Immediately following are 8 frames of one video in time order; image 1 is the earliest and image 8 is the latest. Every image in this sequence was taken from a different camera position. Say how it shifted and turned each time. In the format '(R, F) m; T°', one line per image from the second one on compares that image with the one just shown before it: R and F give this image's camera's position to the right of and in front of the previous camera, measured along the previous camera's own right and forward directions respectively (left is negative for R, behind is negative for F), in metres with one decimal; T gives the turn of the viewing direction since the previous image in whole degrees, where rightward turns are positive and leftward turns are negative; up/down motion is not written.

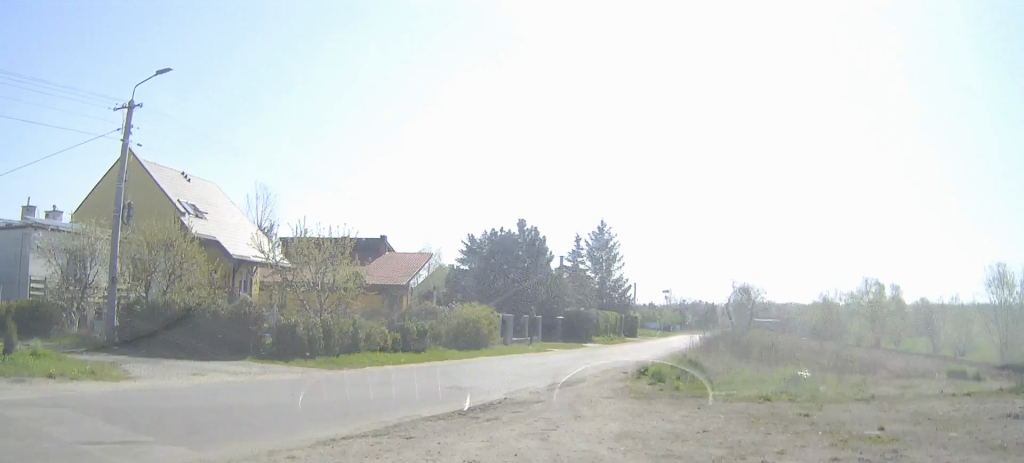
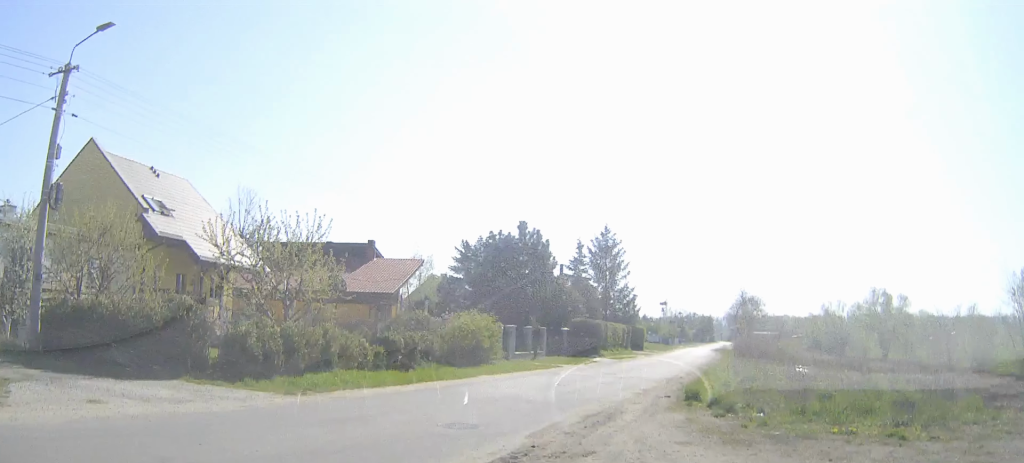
(-0.1, +4.5) m; 0°
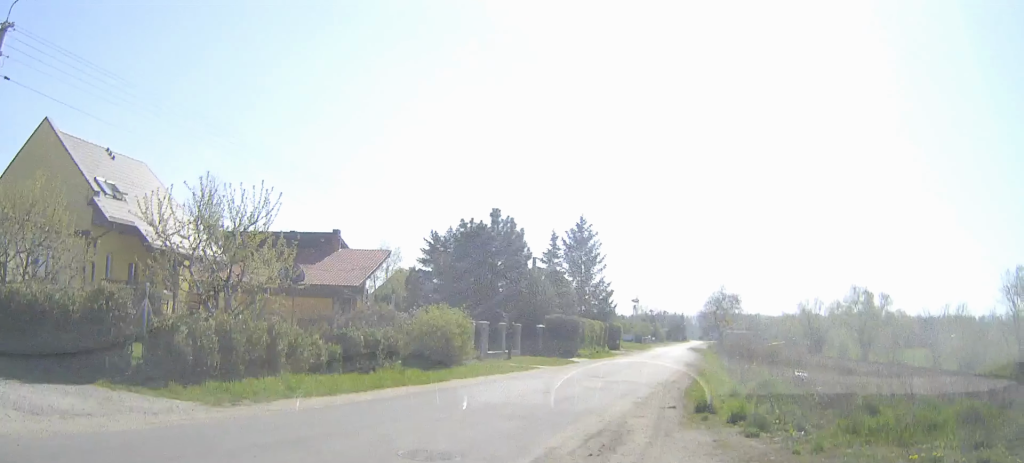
(0.0, +2.4) m; +2°
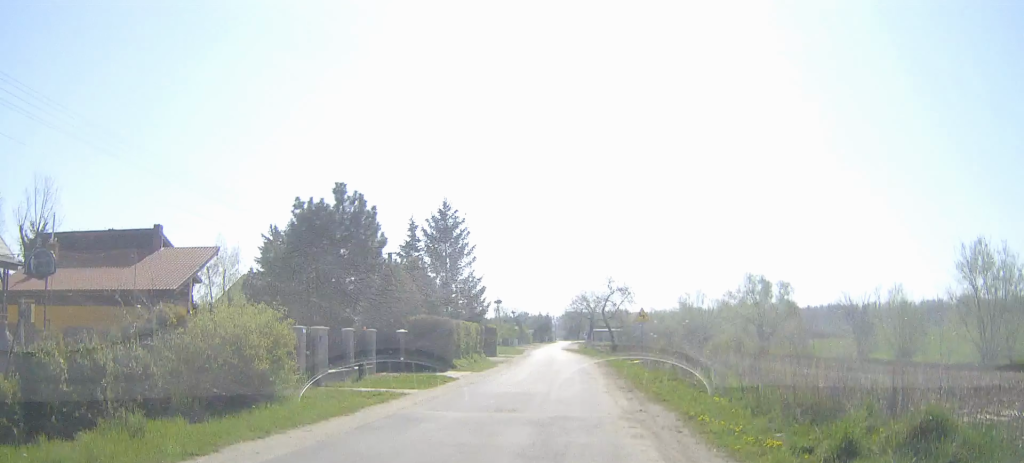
(+0.7, +8.4) m; +10°
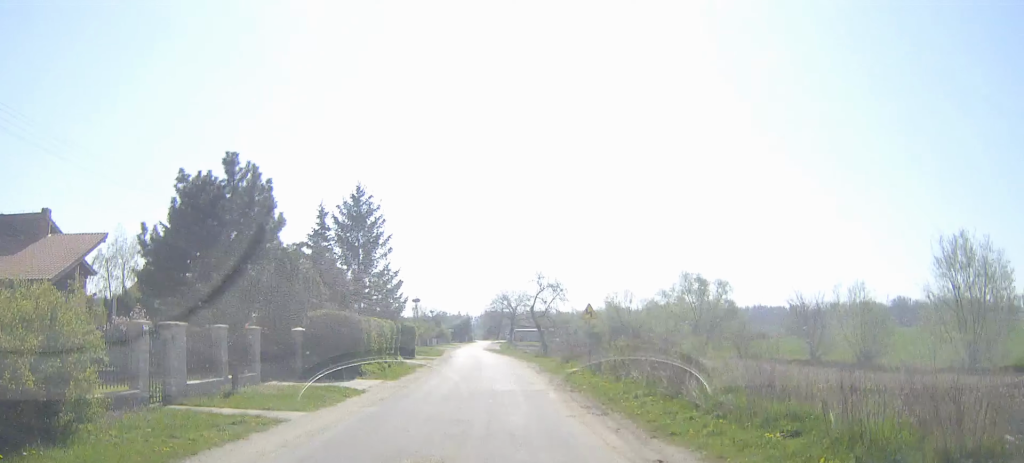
(+0.2, +4.9) m; +5°
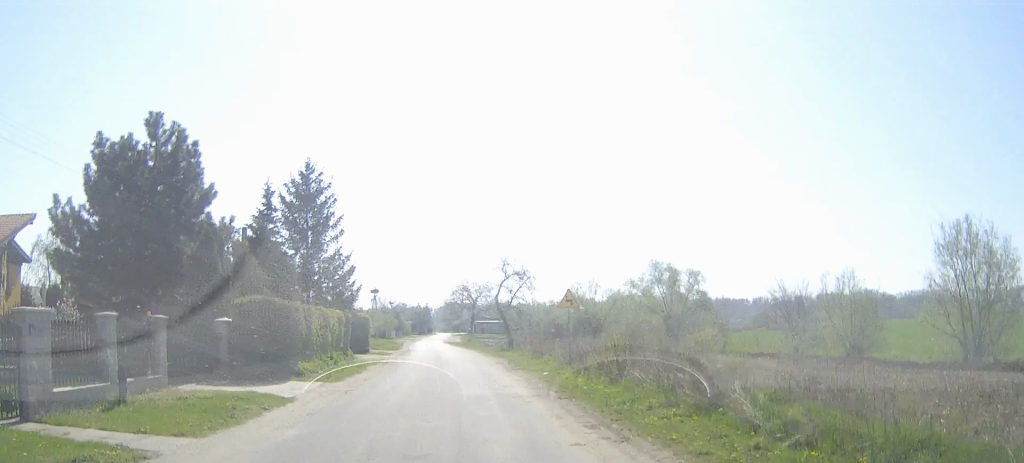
(+0.1, +3.7) m; +3°
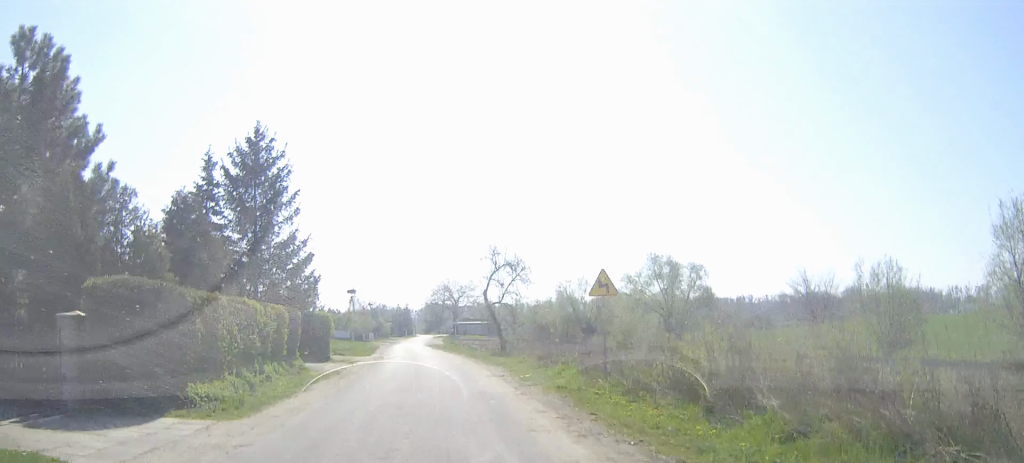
(+0.2, +6.9) m; +3°
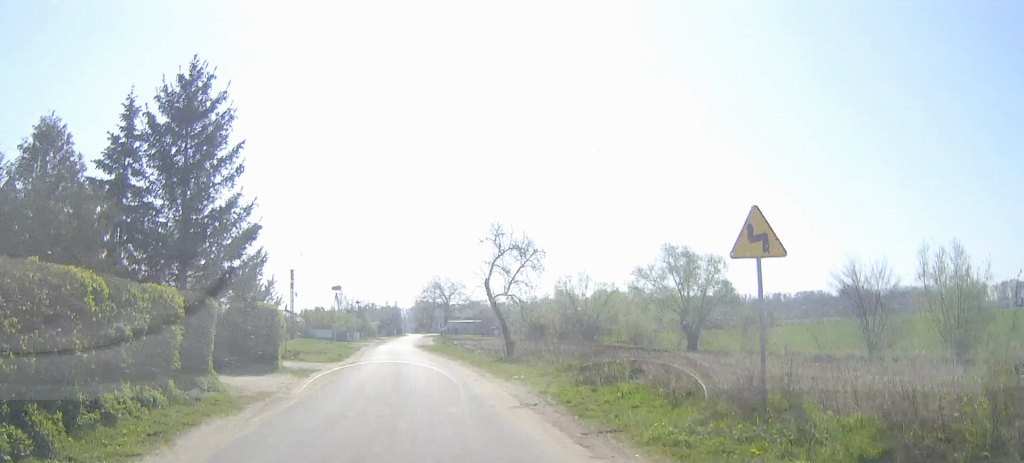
(+0.1, +8.1) m; +1°
